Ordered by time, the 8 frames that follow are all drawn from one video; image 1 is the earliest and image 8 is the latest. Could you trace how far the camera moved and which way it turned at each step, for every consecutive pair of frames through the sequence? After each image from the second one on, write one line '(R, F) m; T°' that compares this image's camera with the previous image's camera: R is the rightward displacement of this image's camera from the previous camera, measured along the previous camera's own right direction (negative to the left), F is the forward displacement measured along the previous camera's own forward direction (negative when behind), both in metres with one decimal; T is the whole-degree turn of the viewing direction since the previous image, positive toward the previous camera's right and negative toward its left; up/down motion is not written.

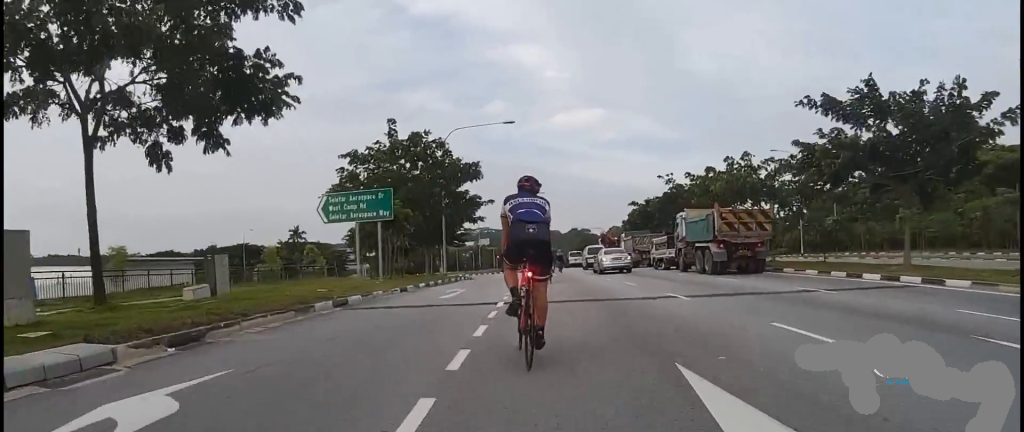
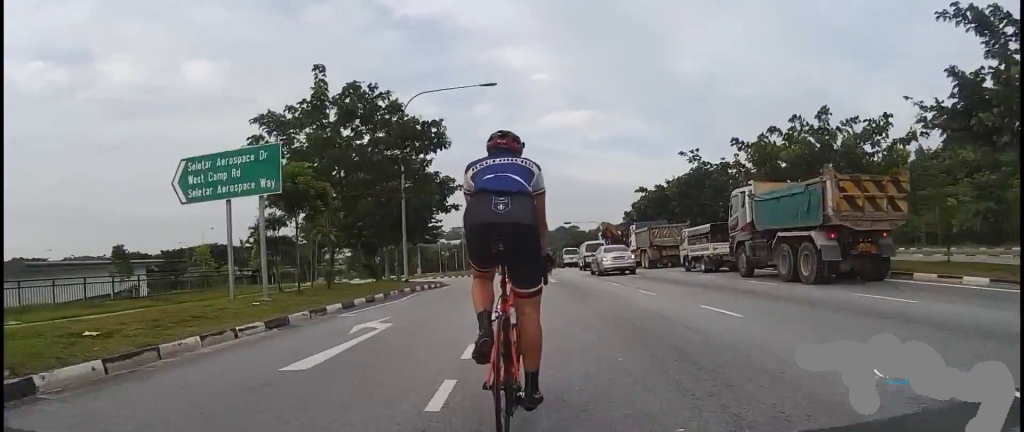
(+2.4, +9.0) m; +12°
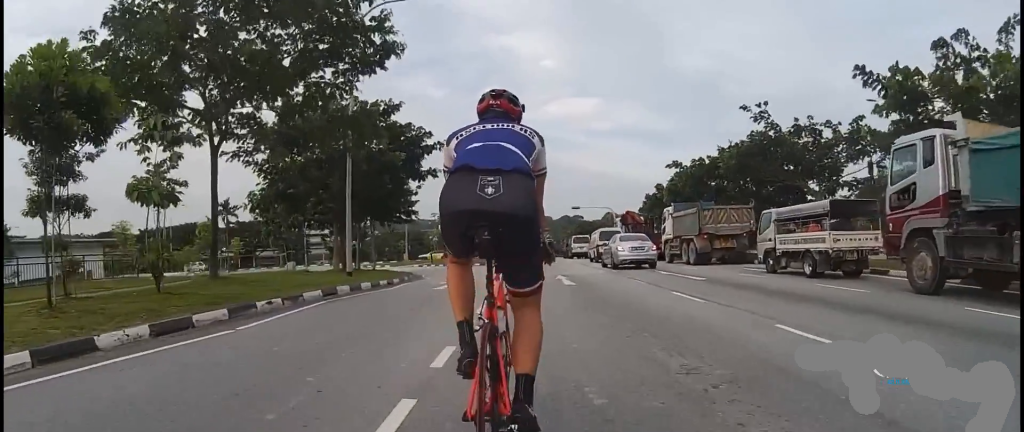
(-0.7, +9.5) m; -3°
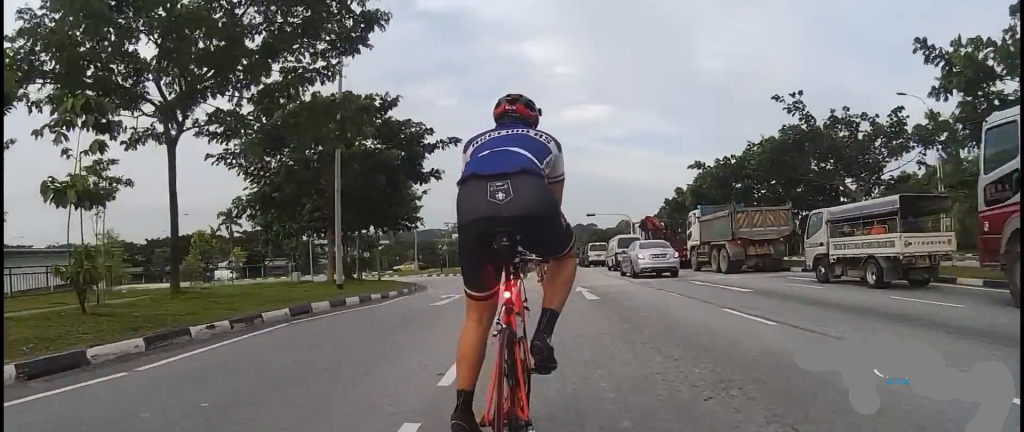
(+0.3, +2.4) m; 0°
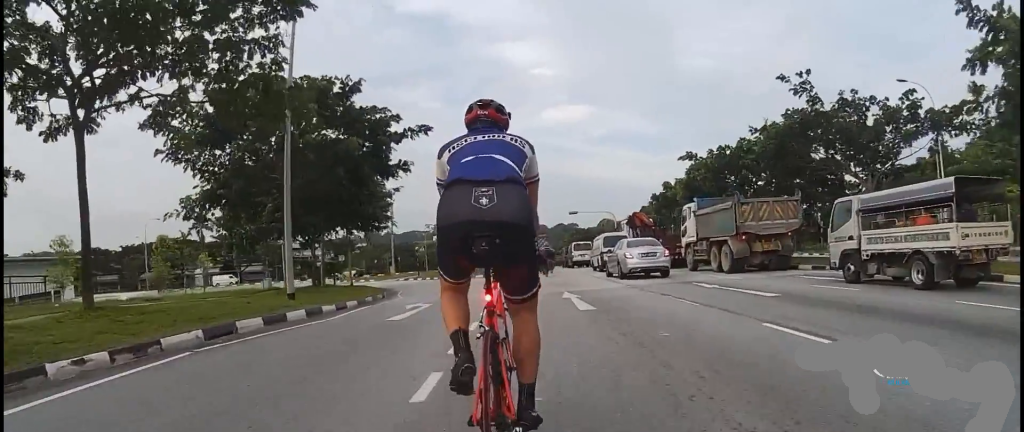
(+0.3, +2.4) m; -1°
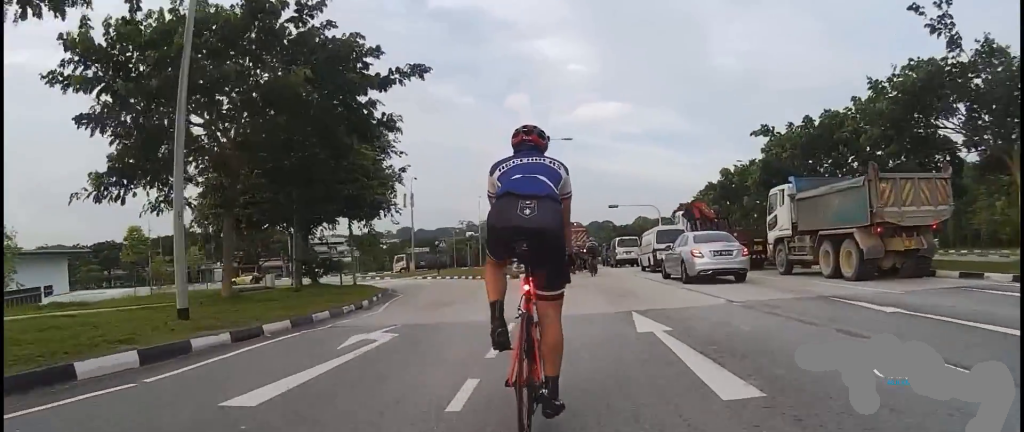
(-0.9, +6.2) m; -9°
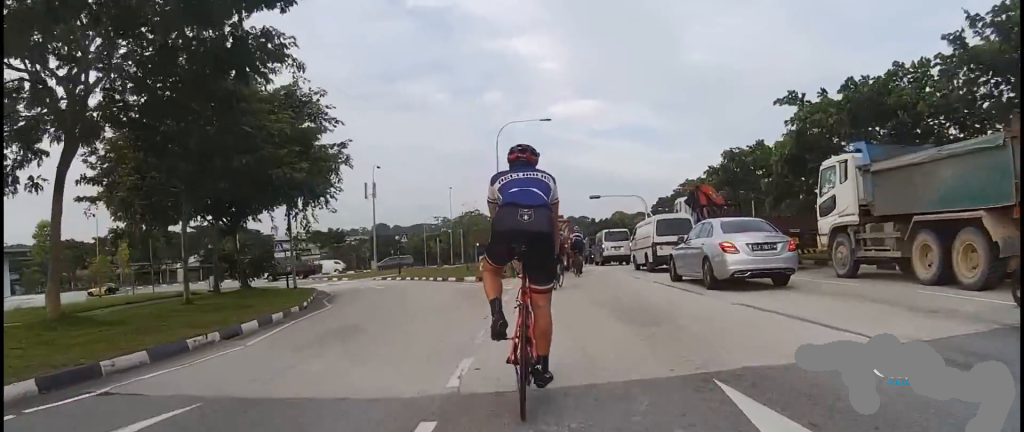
(0.0, +4.5) m; +5°
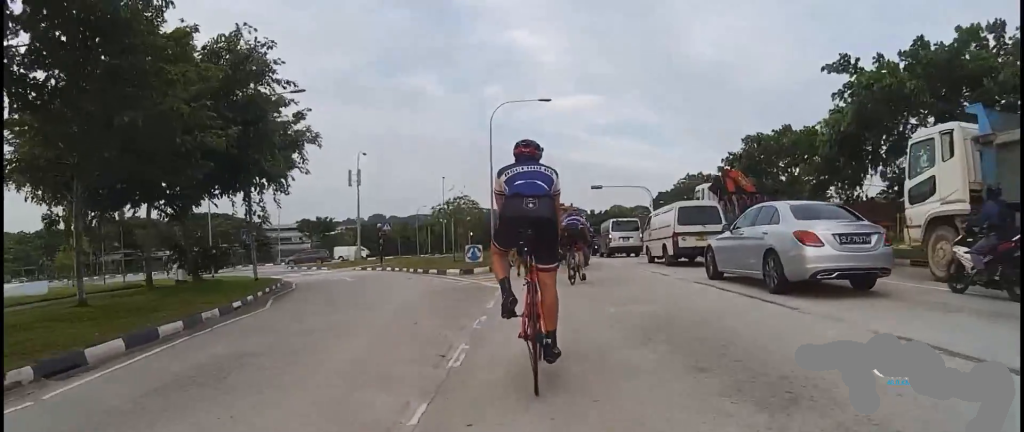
(+0.1, +3.2) m; +10°
